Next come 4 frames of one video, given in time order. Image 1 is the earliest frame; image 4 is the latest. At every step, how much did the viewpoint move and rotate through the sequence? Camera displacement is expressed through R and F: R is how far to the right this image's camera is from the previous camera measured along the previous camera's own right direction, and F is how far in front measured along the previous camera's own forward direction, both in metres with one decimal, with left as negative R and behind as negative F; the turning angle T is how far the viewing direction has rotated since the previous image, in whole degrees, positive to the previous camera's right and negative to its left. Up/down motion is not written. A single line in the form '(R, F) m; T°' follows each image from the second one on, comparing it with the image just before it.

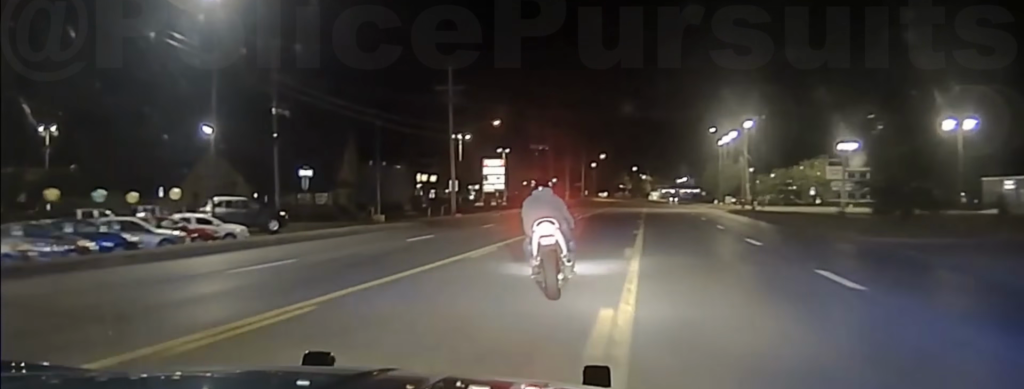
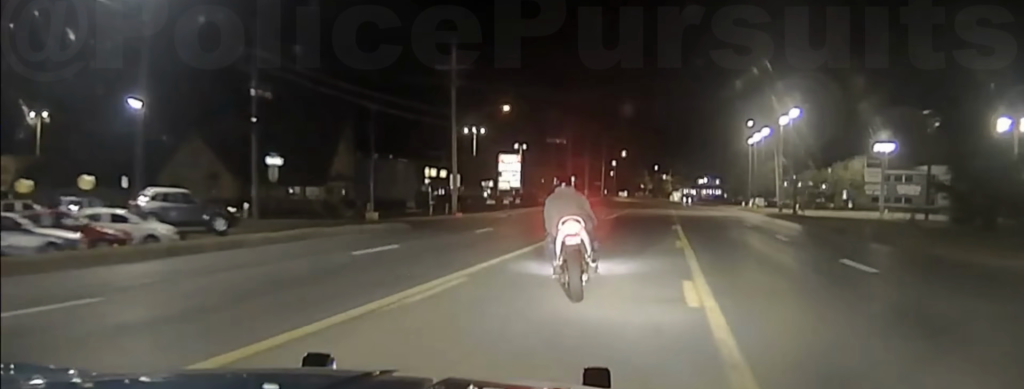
(-0.1, +10.4) m; -1°
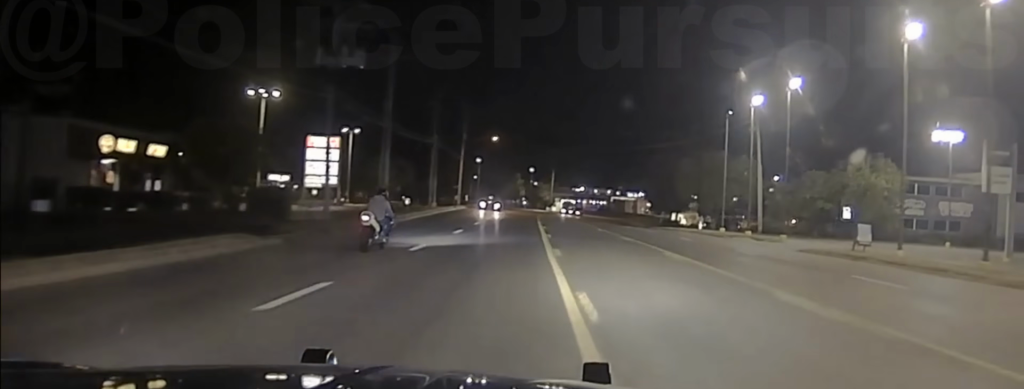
(+0.5, +57.8) m; +6°
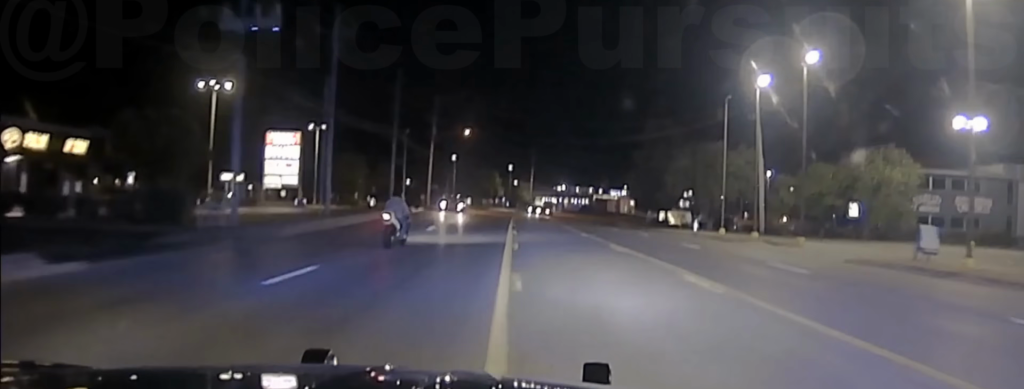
(+0.1, +7.9) m; 0°
